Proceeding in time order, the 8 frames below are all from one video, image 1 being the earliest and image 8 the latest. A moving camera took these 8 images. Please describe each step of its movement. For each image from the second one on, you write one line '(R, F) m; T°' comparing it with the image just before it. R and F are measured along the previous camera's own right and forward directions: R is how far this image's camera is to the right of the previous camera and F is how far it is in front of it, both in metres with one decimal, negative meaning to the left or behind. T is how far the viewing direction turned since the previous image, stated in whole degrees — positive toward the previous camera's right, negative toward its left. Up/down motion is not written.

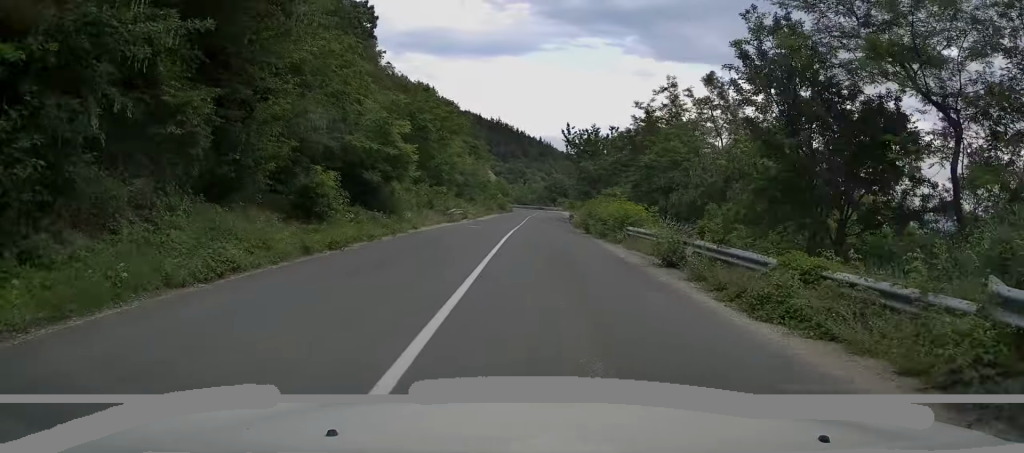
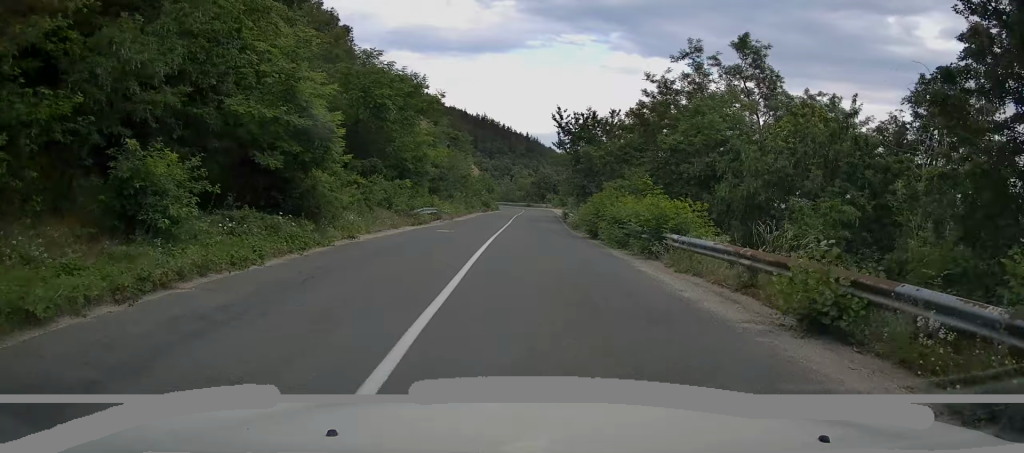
(0.0, +7.2) m; +1°
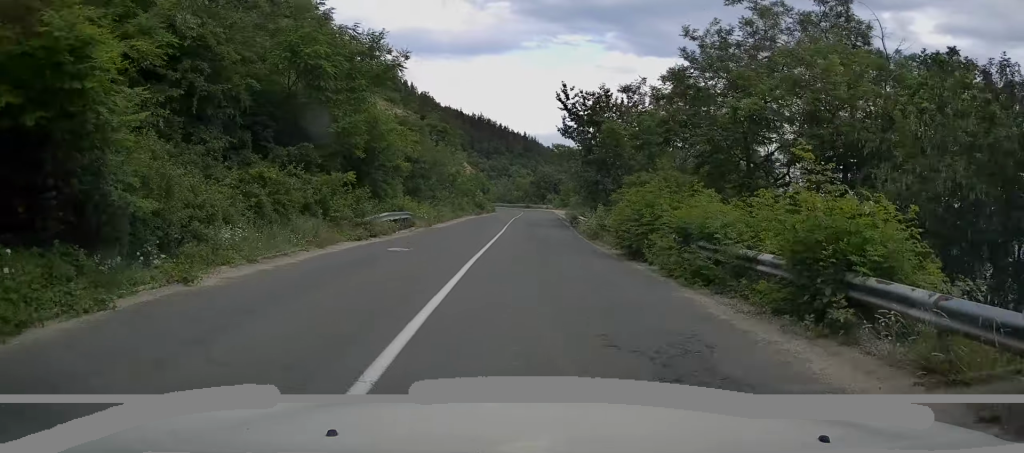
(+0.1, +8.2) m; 0°
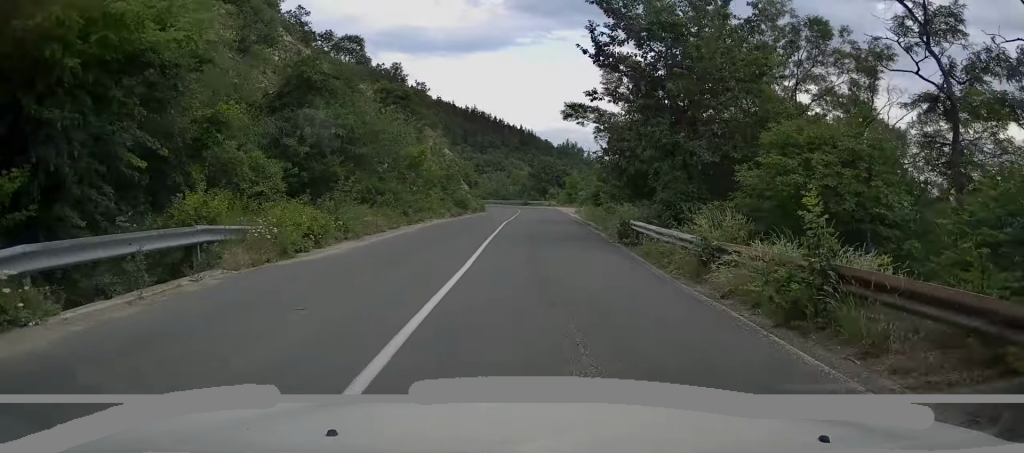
(-0.1, +17.4) m; 0°
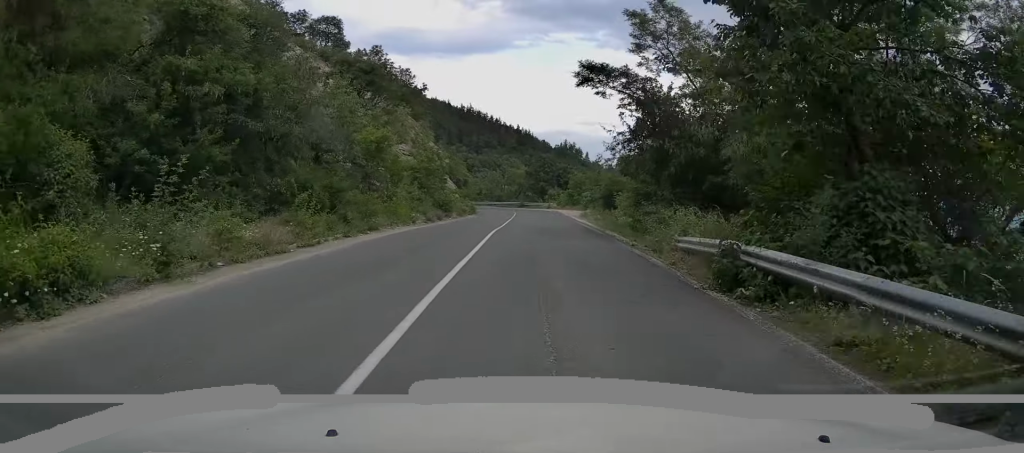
(0.0, +8.7) m; +1°
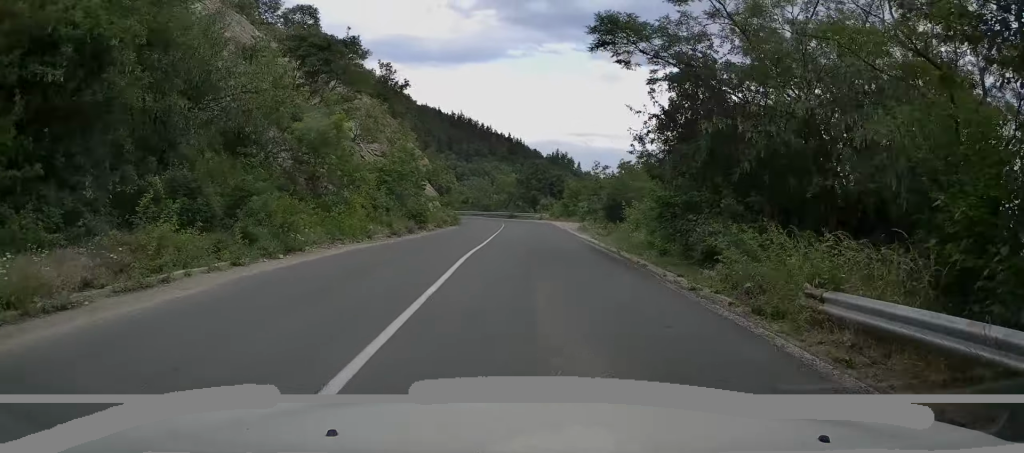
(+0.2, +6.4) m; +1°
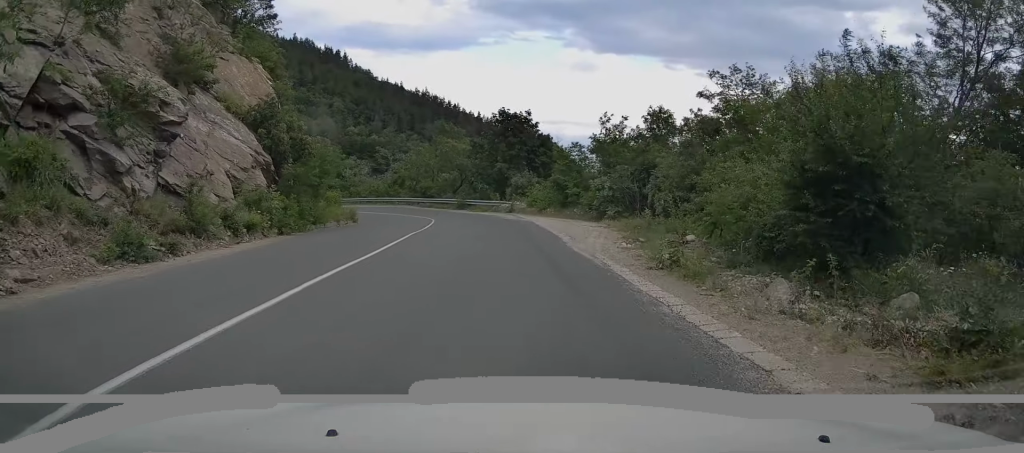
(+0.4, +30.3) m; +1°
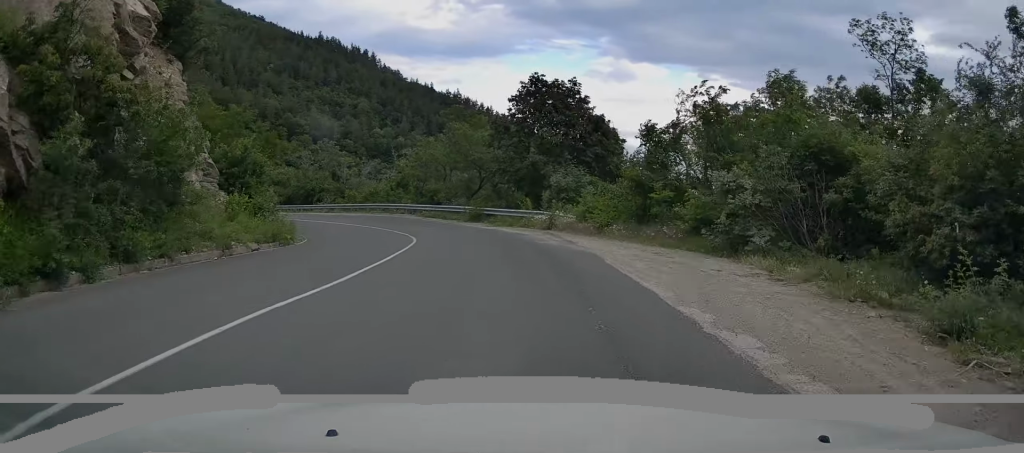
(-0.1, +13.6) m; -4°
